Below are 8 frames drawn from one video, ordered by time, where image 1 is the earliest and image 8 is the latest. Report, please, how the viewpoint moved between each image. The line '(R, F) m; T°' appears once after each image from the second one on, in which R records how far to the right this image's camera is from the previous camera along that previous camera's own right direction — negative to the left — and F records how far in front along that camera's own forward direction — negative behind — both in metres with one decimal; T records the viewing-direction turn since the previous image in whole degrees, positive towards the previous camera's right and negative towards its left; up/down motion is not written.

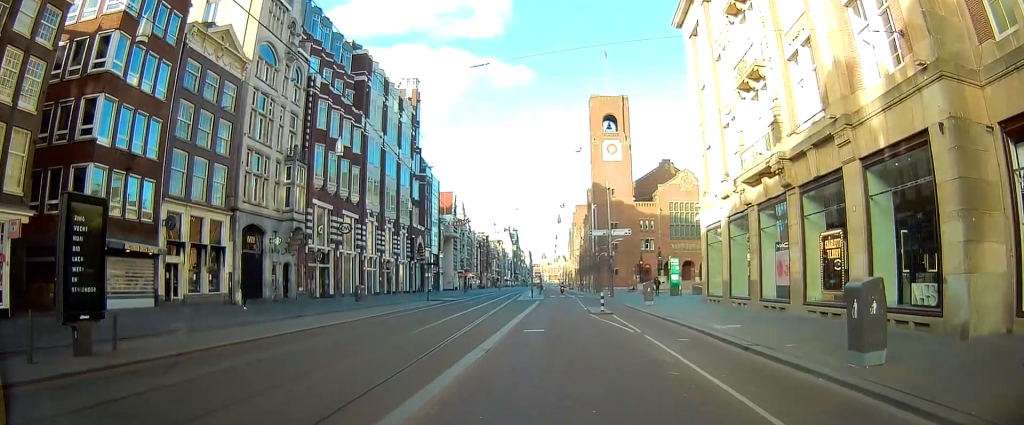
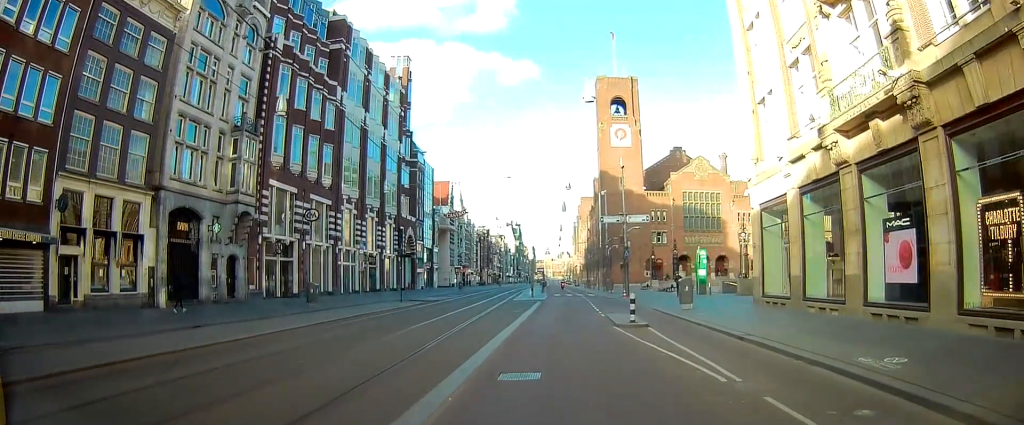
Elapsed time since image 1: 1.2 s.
(-0.4, +8.8) m; -2°
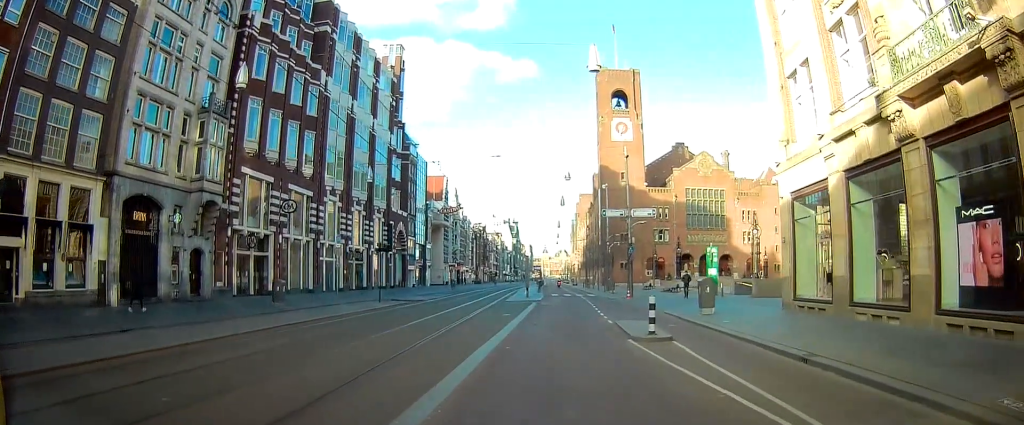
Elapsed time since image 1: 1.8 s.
(0.0, +3.8) m; +1°
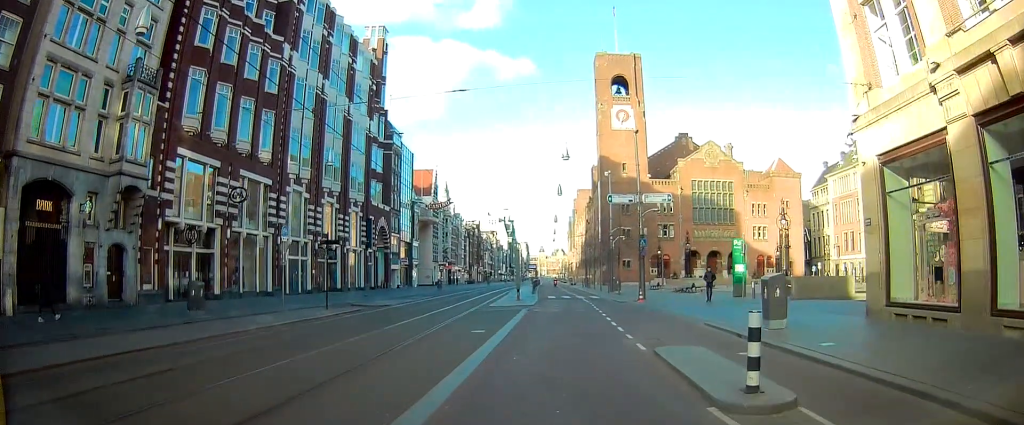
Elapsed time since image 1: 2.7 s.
(+0.2, +7.1) m; +6°
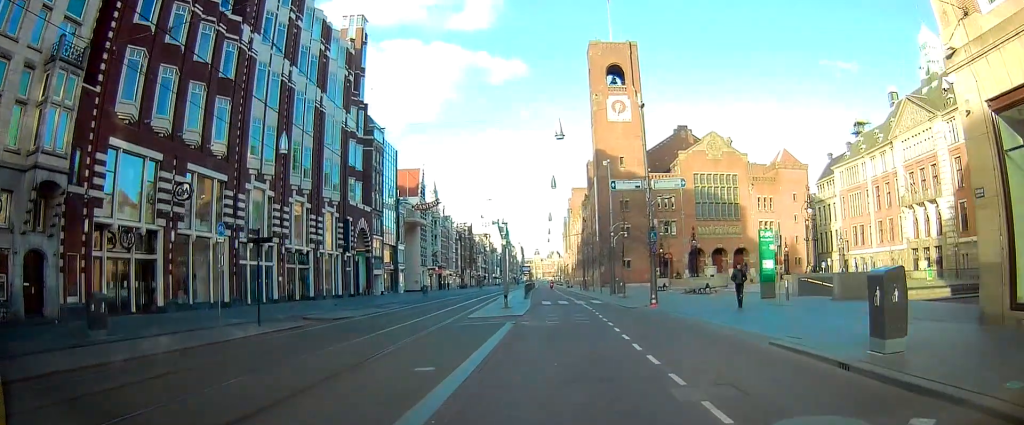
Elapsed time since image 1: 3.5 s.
(+0.4, +5.8) m; +2°
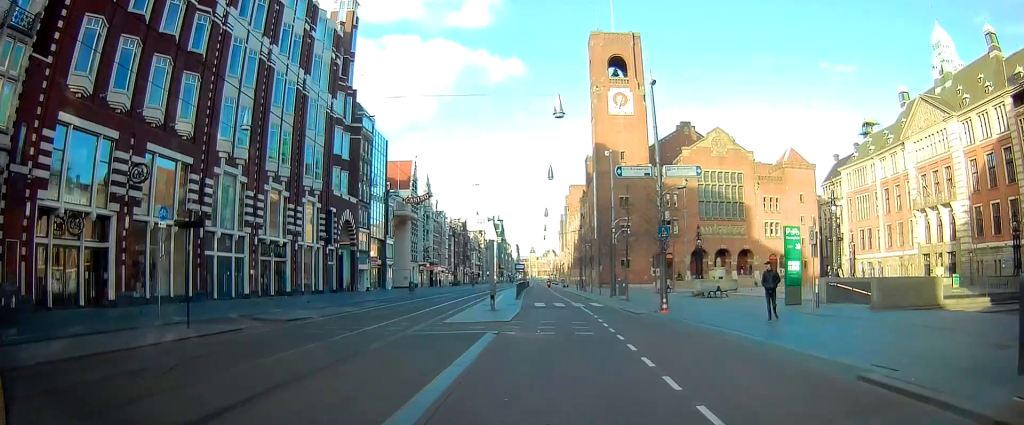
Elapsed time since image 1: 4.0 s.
(0.0, +4.3) m; +1°
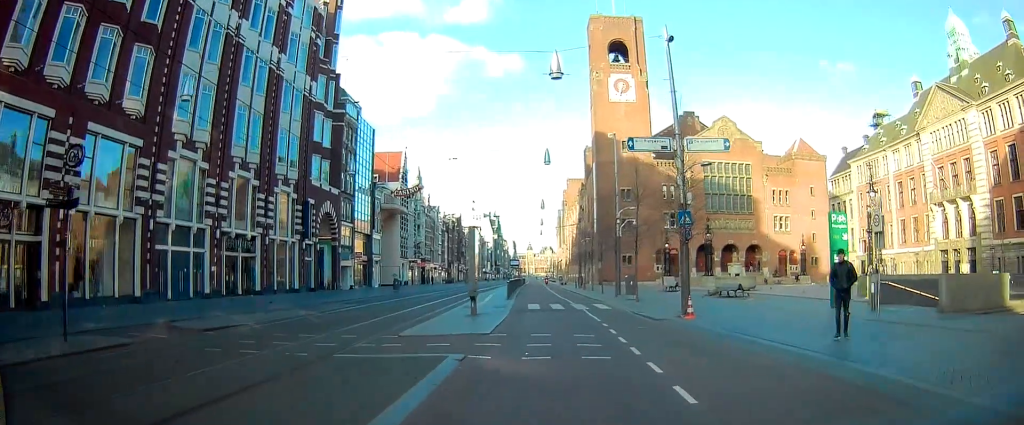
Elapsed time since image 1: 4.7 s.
(-0.1, +4.9) m; 0°
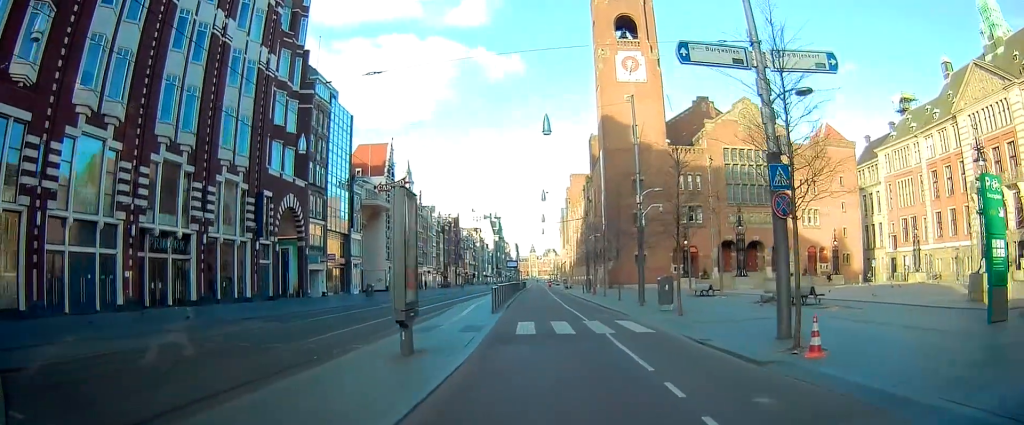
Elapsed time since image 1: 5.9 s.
(+0.1, +9.4) m; -3°
